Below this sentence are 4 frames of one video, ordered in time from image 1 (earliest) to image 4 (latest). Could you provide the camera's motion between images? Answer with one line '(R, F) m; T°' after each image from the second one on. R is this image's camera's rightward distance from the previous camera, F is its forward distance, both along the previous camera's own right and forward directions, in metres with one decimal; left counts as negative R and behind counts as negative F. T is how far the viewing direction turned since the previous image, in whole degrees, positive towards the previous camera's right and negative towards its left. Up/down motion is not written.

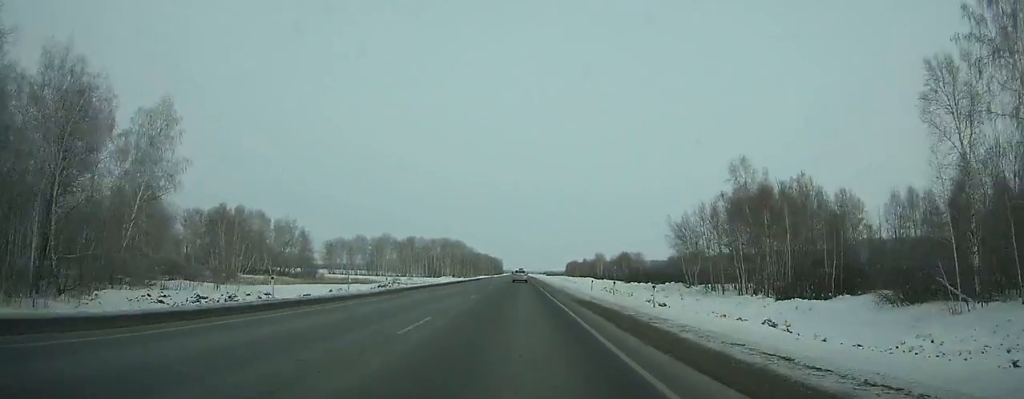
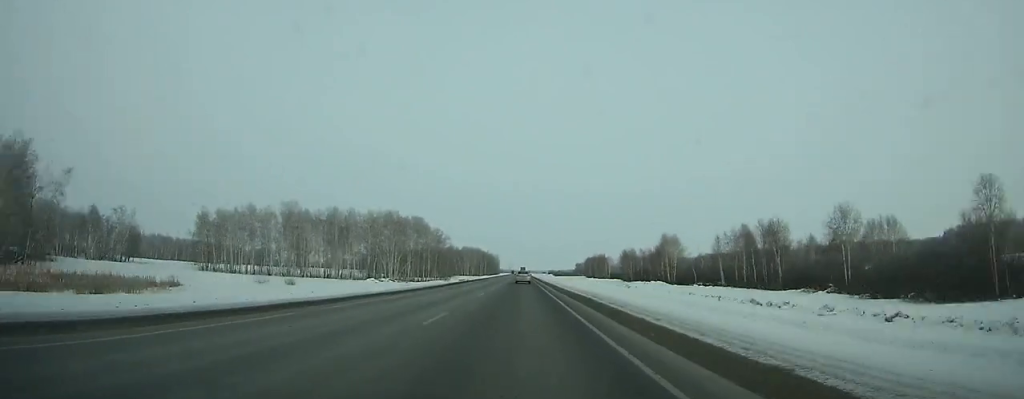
(-0.6, +127.2) m; 0°
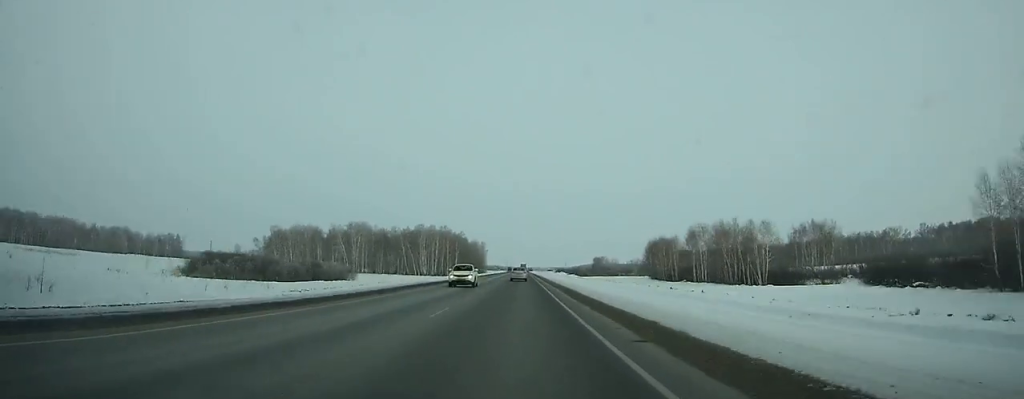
(+0.1, +175.3) m; 0°
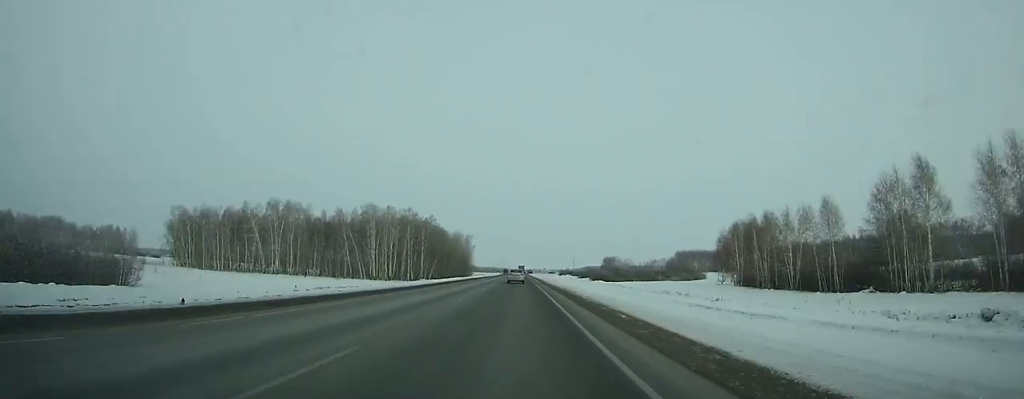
(+0.2, +74.5) m; 0°
